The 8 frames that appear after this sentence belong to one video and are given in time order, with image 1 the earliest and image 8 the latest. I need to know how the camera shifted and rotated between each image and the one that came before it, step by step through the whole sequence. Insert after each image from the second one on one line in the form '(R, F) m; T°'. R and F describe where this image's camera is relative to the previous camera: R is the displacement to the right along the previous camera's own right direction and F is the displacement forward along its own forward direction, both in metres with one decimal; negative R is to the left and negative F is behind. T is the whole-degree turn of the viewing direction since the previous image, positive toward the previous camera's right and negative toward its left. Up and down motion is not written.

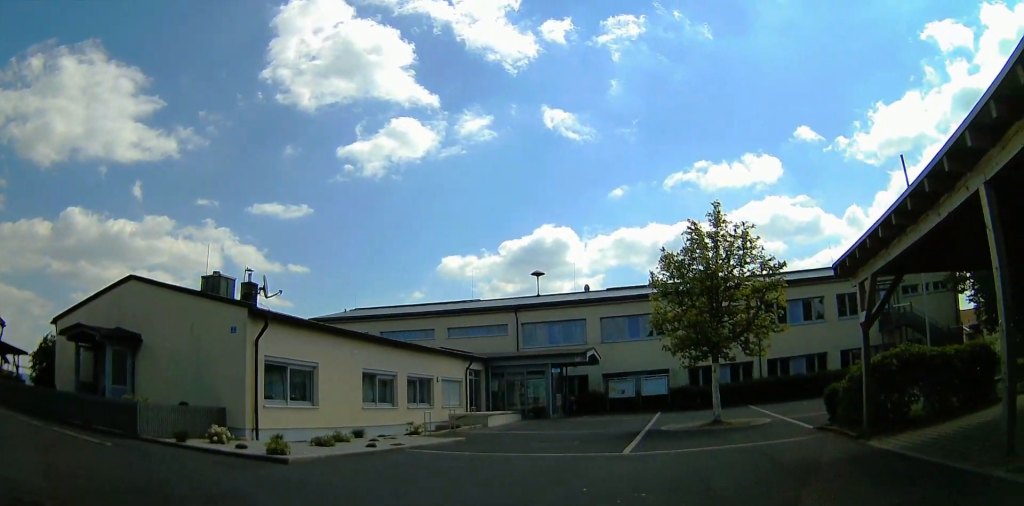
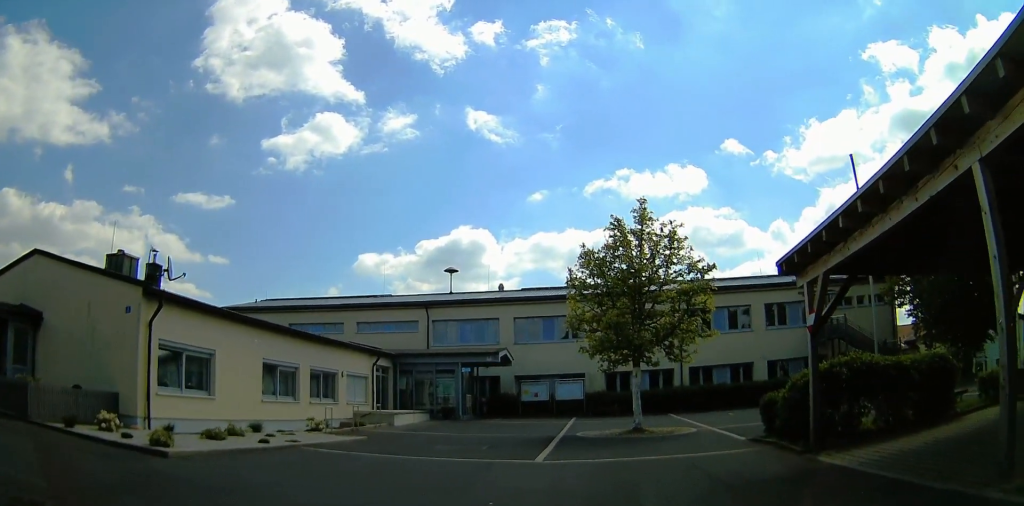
(+0.1, +1.2) m; +5°
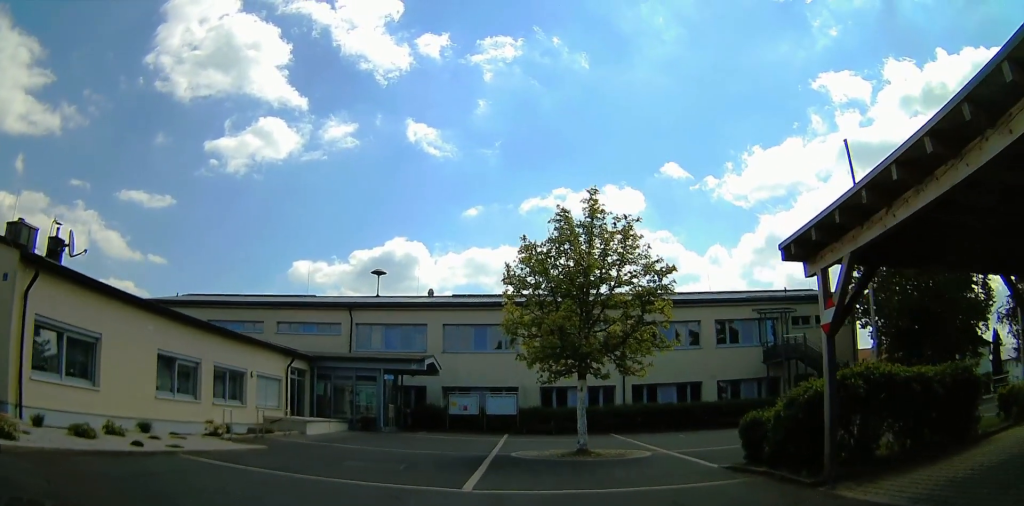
(+0.2, +2.4) m; +6°
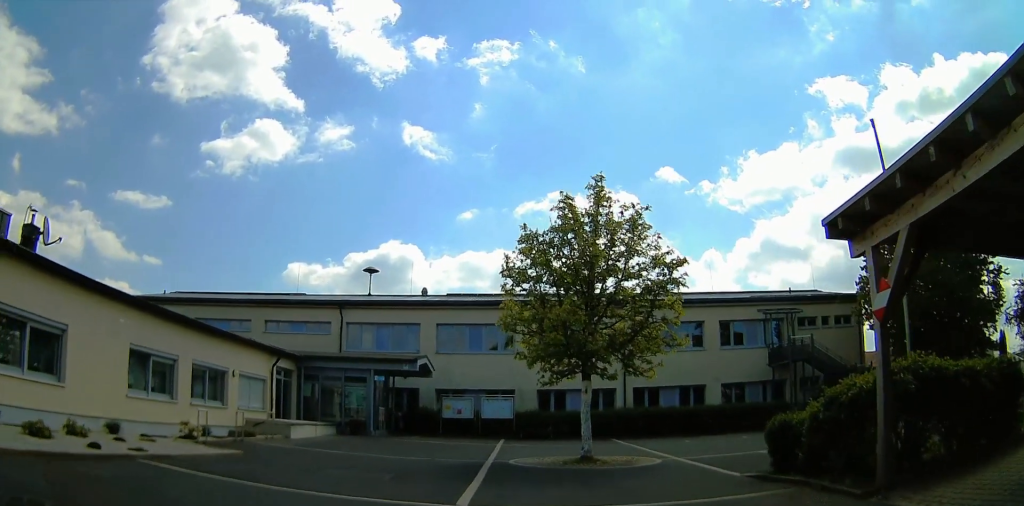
(0.0, +1.1) m; +2°
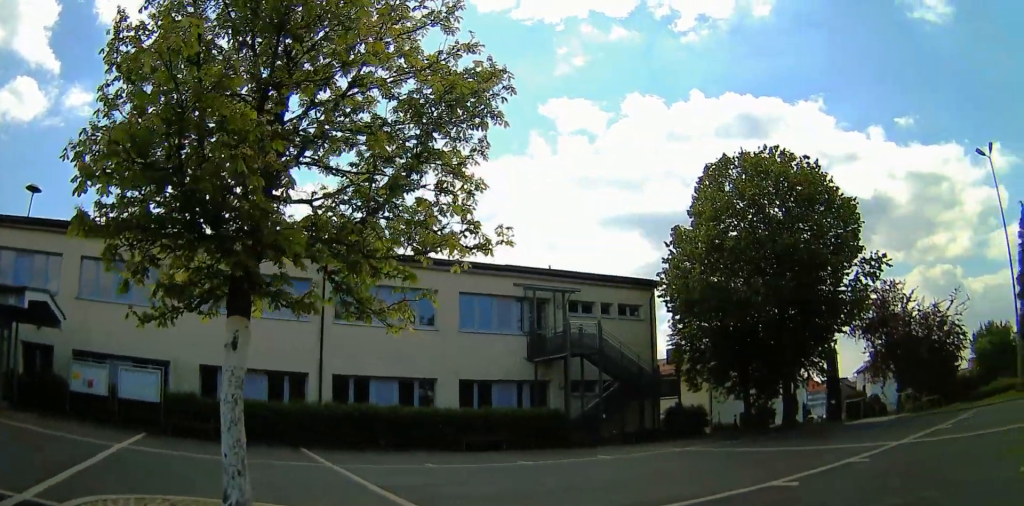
(+1.7, +9.4) m; +26°
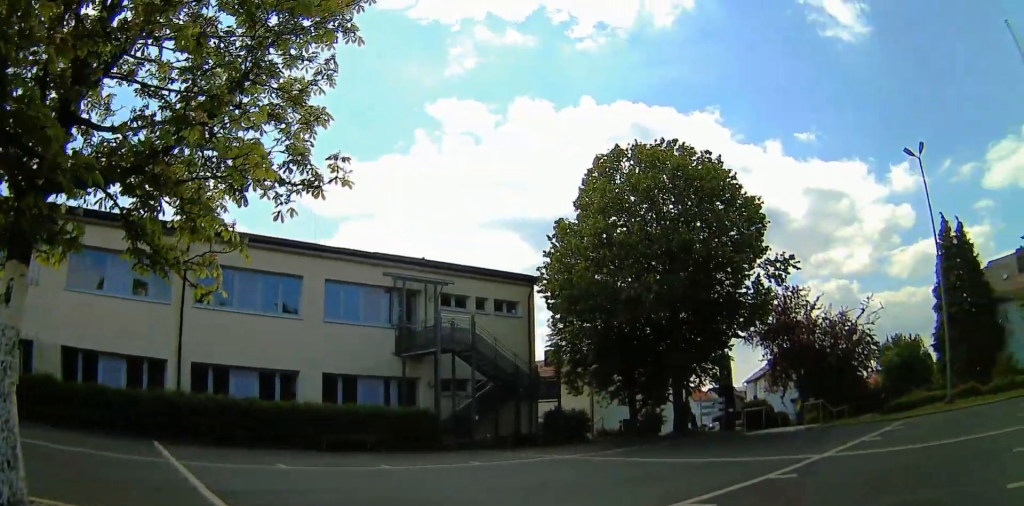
(+0.2, +1.6) m; +6°
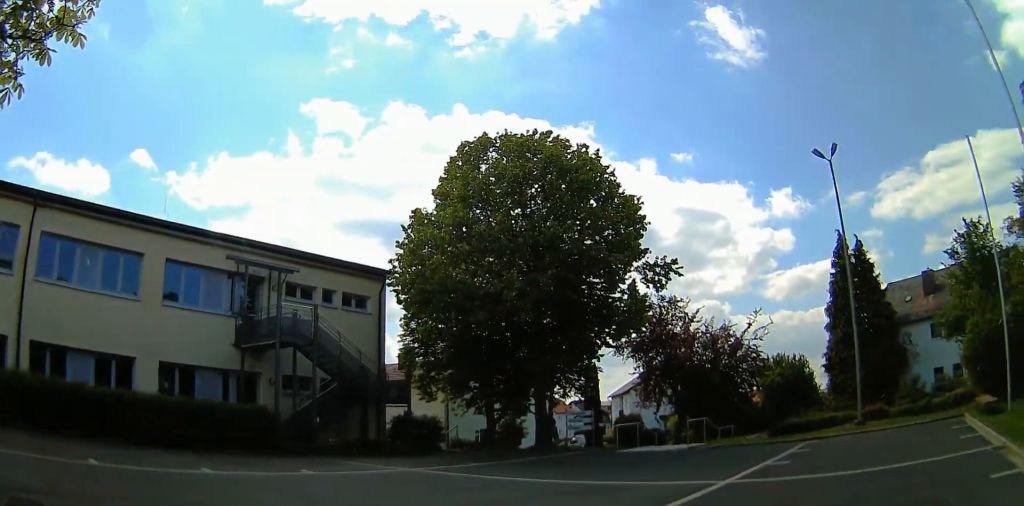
(+0.2, +2.1) m; +4°
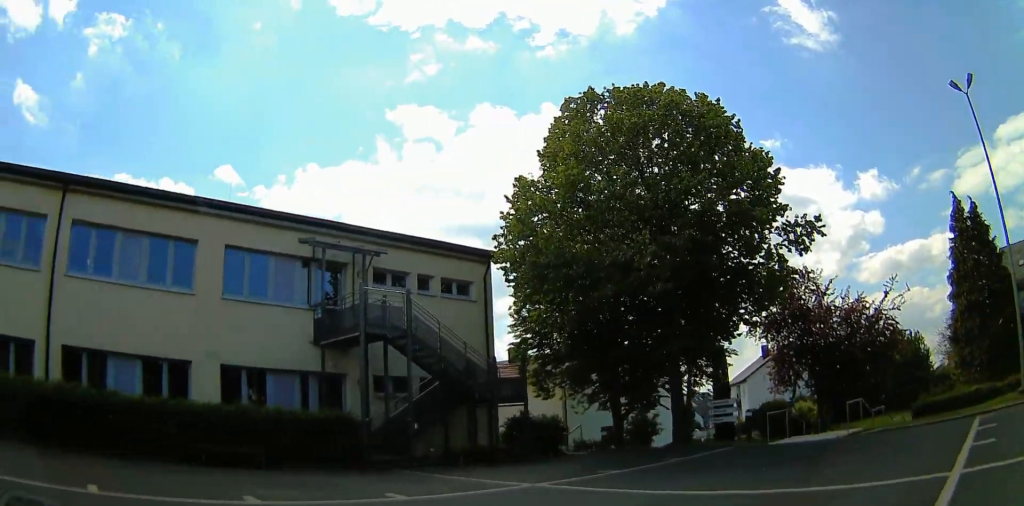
(0.0, +3.0) m; -24°
